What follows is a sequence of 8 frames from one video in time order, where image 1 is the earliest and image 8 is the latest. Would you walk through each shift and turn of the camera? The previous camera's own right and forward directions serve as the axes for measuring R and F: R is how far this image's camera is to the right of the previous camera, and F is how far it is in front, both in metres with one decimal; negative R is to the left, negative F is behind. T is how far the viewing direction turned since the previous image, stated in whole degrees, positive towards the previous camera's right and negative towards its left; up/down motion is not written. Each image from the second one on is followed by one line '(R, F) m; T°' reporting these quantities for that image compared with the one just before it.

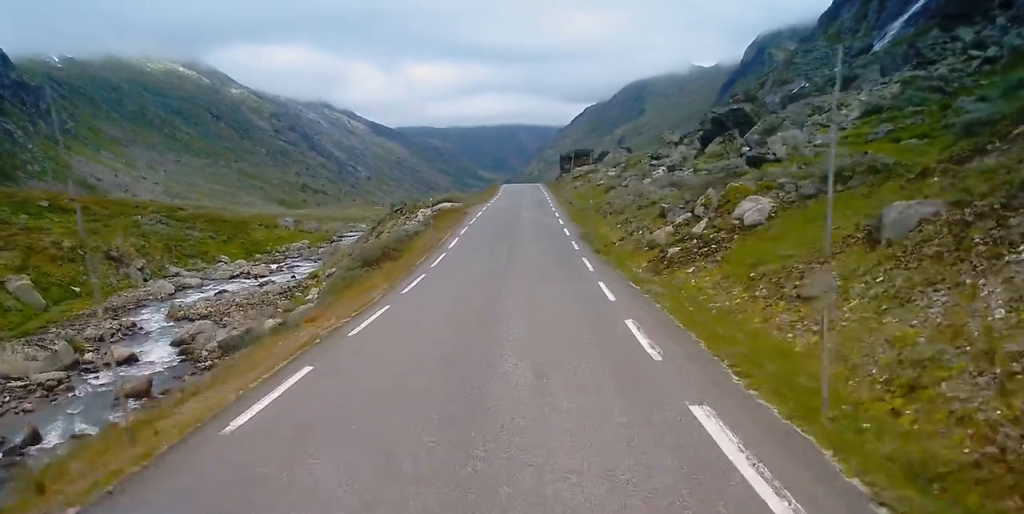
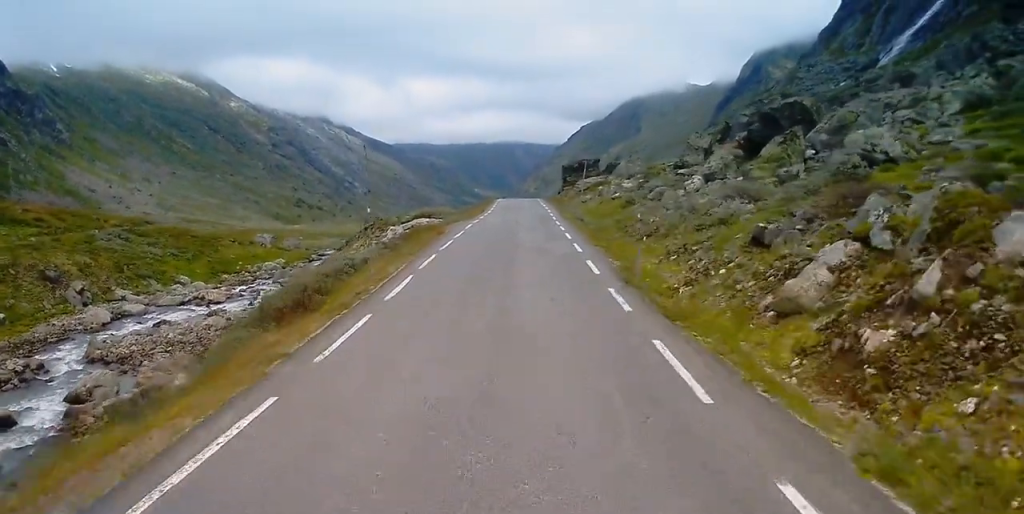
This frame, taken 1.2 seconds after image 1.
(-0.2, +14.3) m; 0°
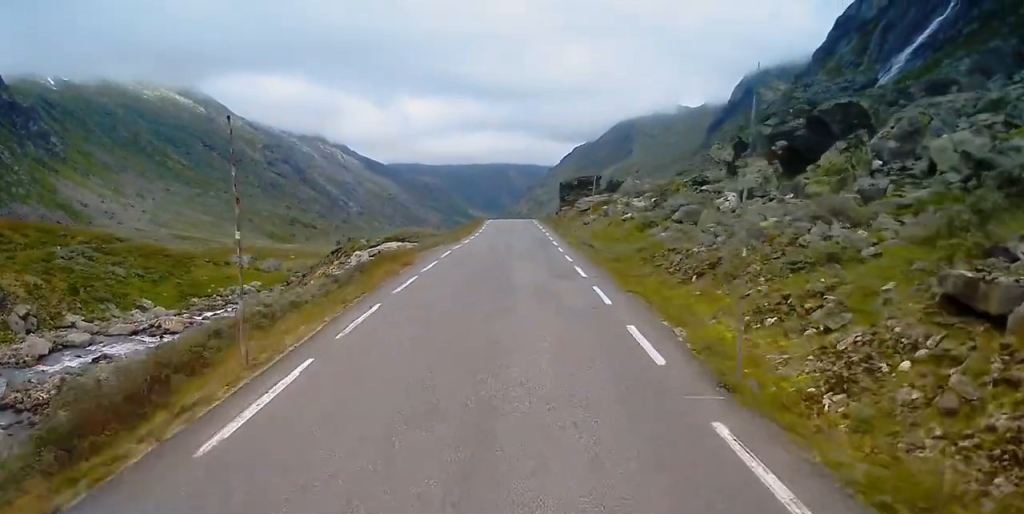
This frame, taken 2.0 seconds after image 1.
(+0.1, +10.0) m; +2°
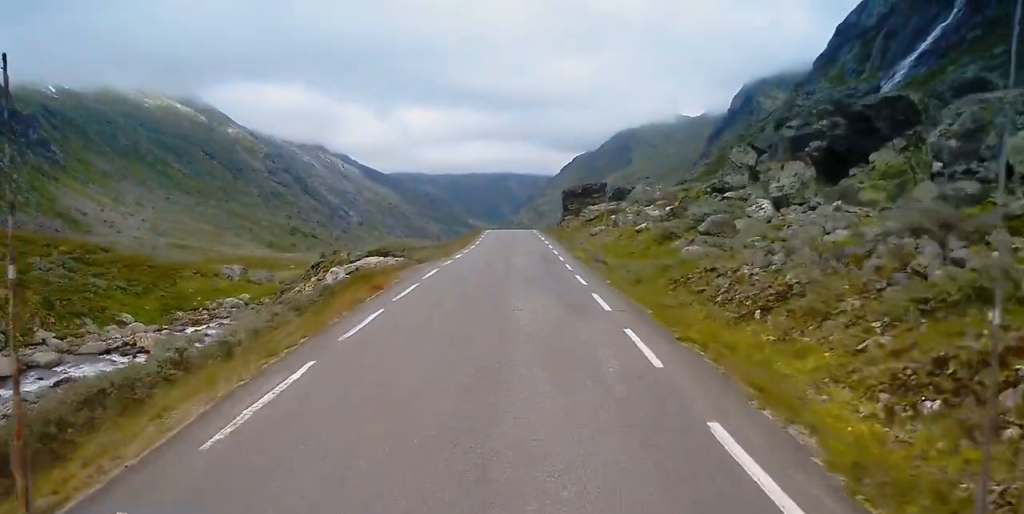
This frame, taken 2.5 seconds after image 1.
(+0.1, +5.7) m; 0°
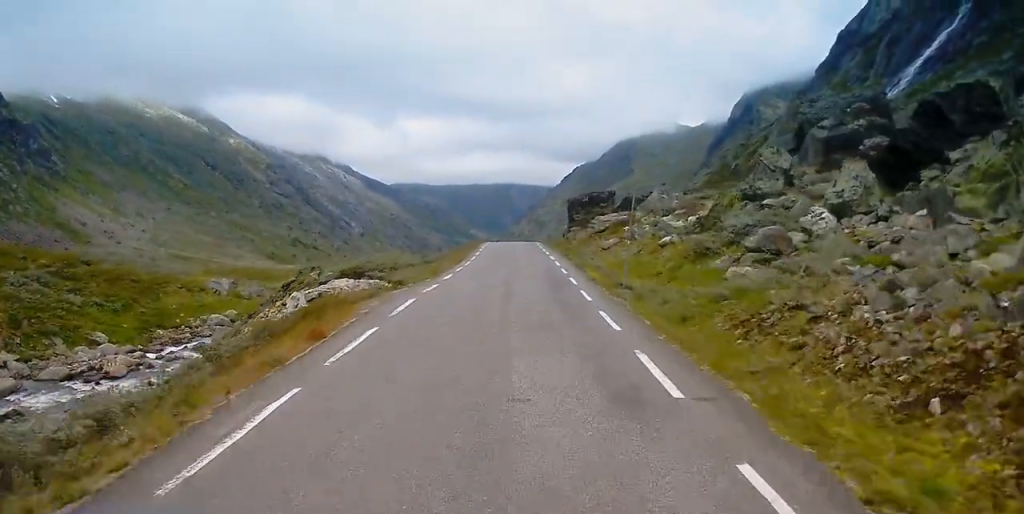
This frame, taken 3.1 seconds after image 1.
(+0.1, +6.9) m; 0°
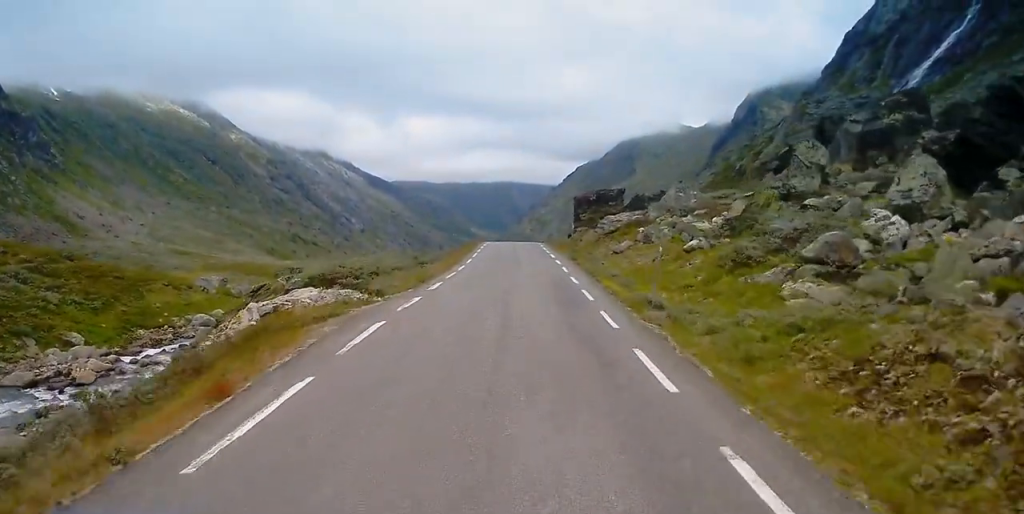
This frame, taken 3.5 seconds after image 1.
(0.0, +5.2) m; 0°
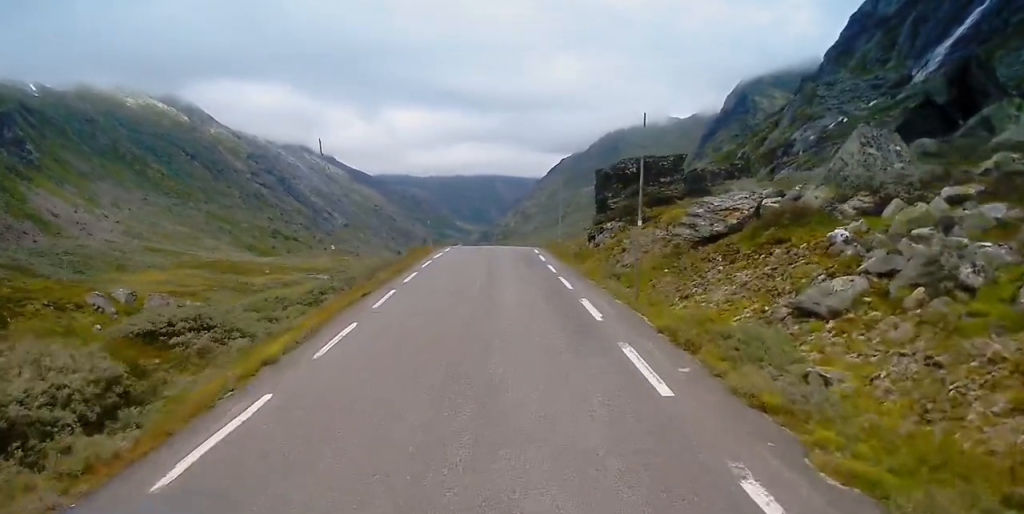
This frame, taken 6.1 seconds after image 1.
(-0.4, +29.9) m; 0°
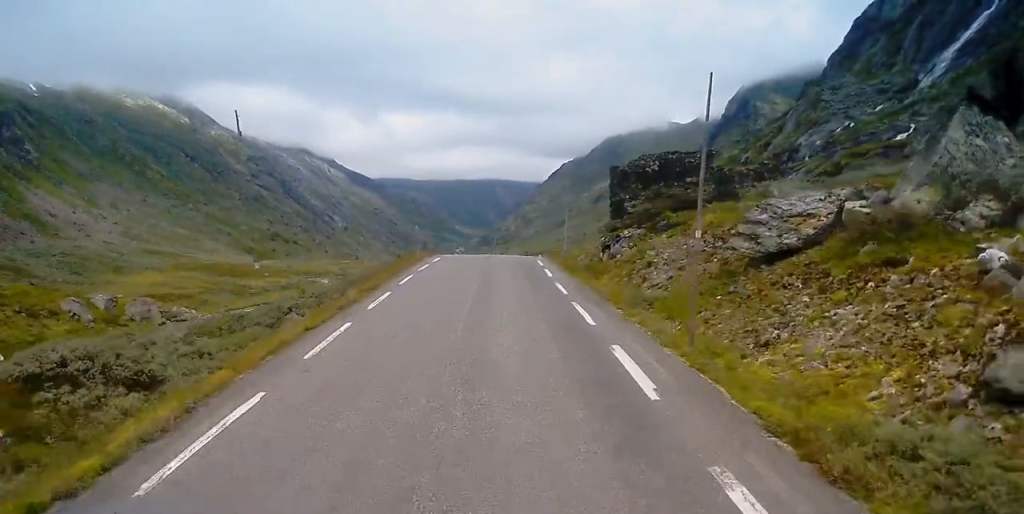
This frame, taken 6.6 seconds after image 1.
(0.0, +5.8) m; 0°
